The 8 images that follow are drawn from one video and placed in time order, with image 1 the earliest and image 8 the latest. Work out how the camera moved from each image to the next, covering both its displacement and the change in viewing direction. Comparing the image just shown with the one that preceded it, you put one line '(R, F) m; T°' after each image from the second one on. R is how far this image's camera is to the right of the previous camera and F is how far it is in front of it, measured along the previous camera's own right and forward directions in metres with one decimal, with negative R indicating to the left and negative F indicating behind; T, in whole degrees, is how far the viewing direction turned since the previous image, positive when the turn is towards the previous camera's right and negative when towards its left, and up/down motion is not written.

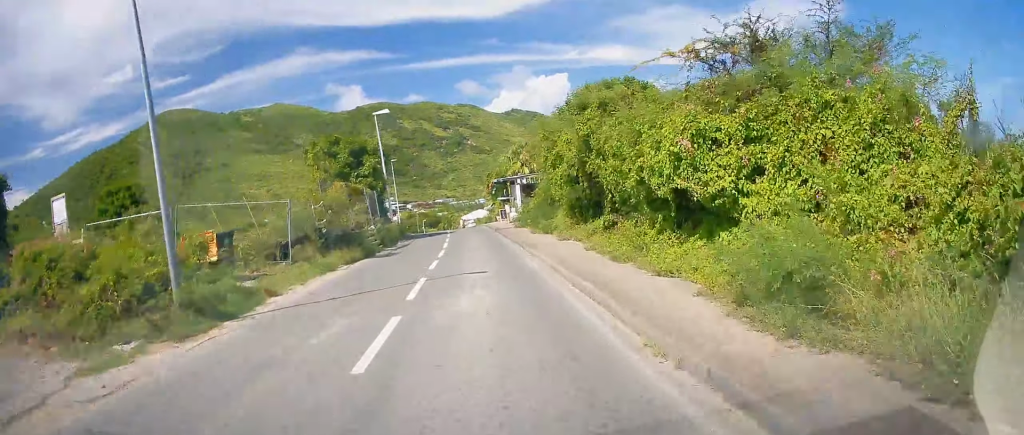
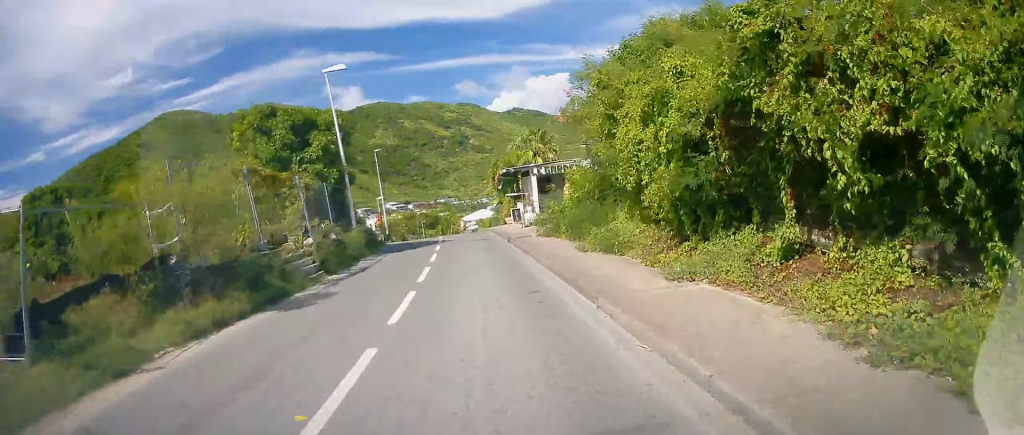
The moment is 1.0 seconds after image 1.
(+0.3, +10.8) m; +2°
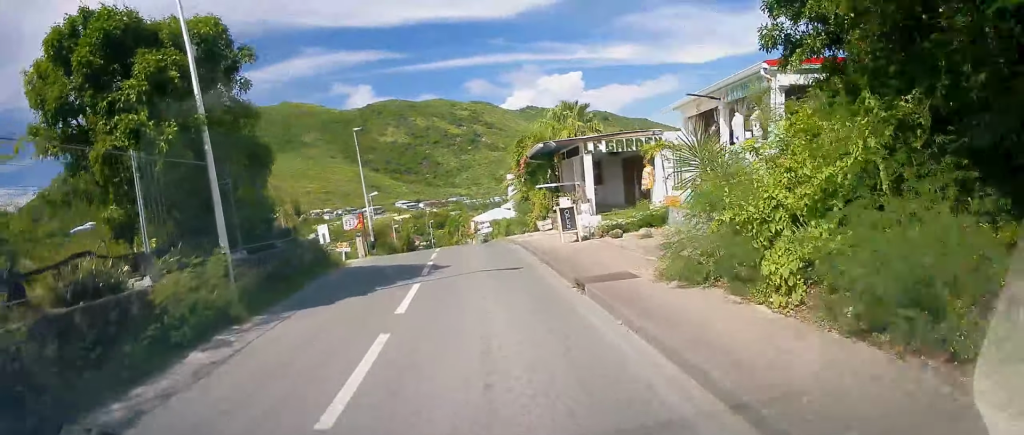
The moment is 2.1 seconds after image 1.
(0.0, +12.5) m; -2°
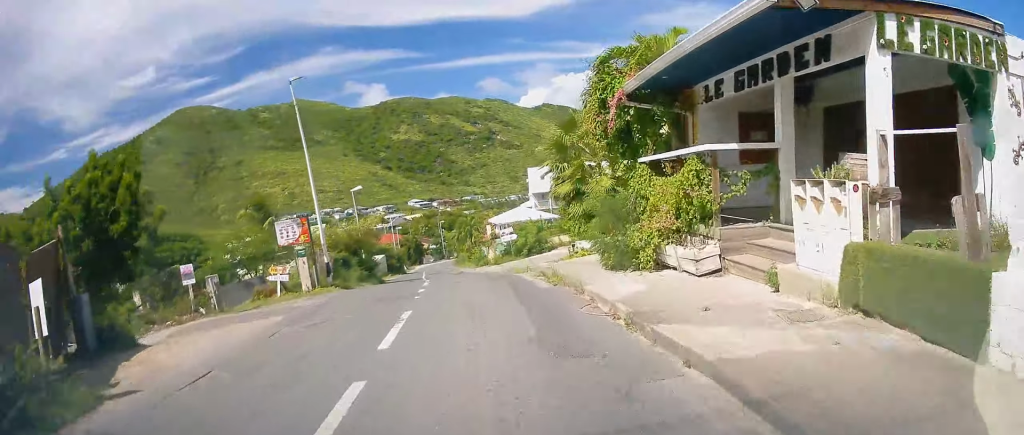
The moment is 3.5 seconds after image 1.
(-0.2, +15.0) m; 0°
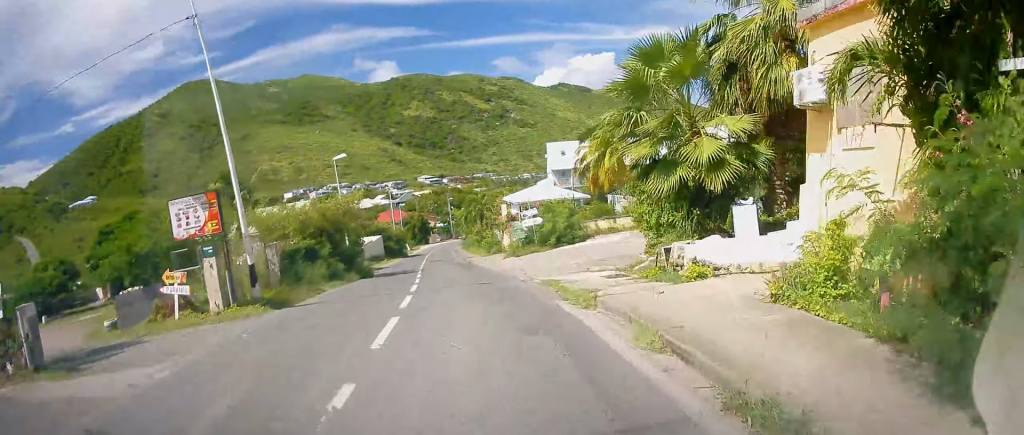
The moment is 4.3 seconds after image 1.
(0.0, +9.1) m; -1°
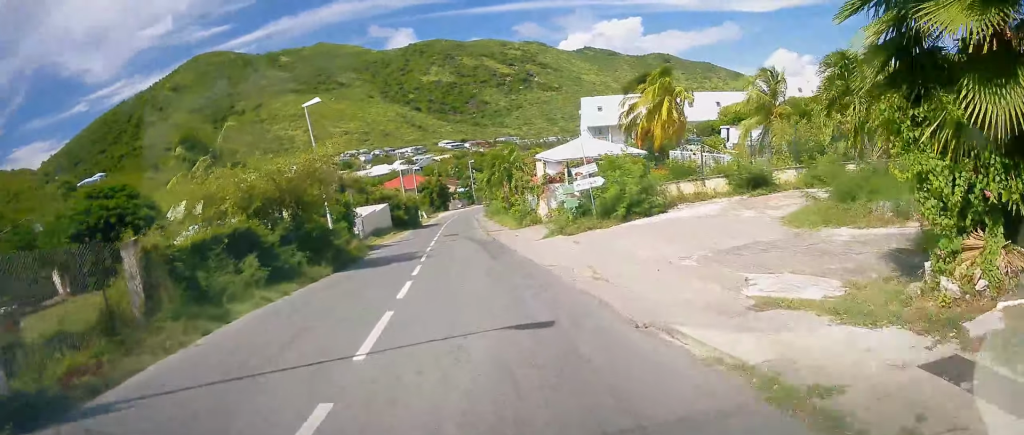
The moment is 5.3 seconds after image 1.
(-0.1, +9.6) m; -2°
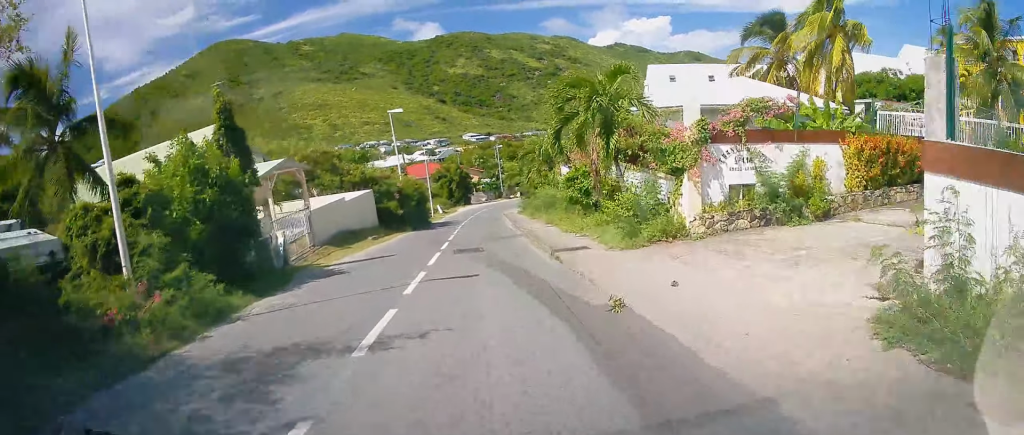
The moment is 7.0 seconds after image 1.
(-1.0, +17.9) m; -5°
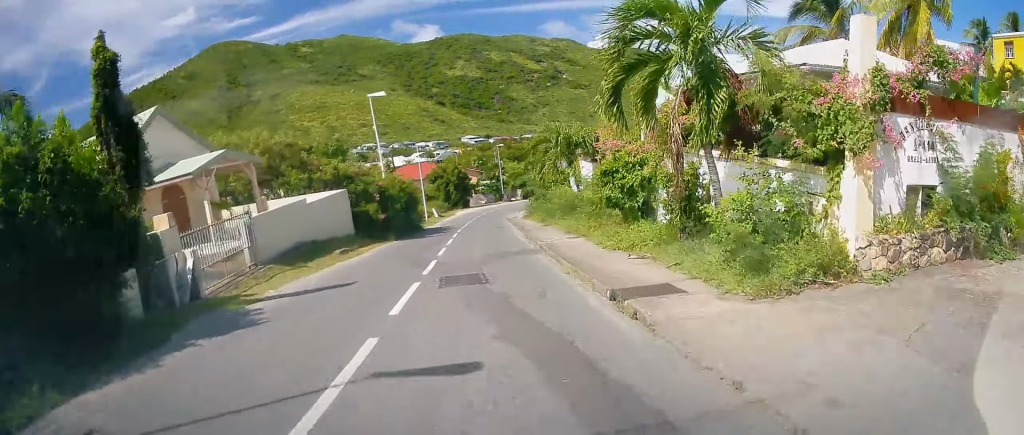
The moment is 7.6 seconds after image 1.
(0.0, +6.0) m; 0°
